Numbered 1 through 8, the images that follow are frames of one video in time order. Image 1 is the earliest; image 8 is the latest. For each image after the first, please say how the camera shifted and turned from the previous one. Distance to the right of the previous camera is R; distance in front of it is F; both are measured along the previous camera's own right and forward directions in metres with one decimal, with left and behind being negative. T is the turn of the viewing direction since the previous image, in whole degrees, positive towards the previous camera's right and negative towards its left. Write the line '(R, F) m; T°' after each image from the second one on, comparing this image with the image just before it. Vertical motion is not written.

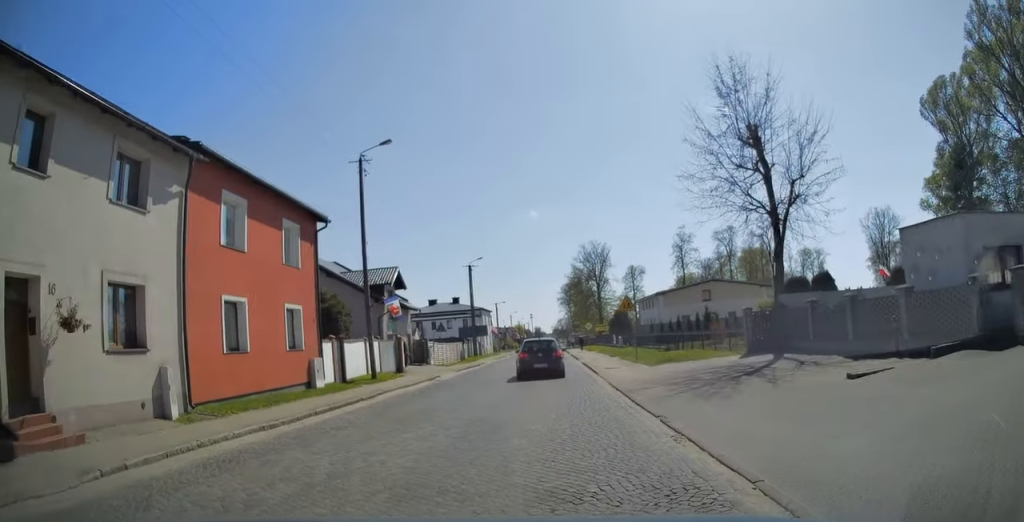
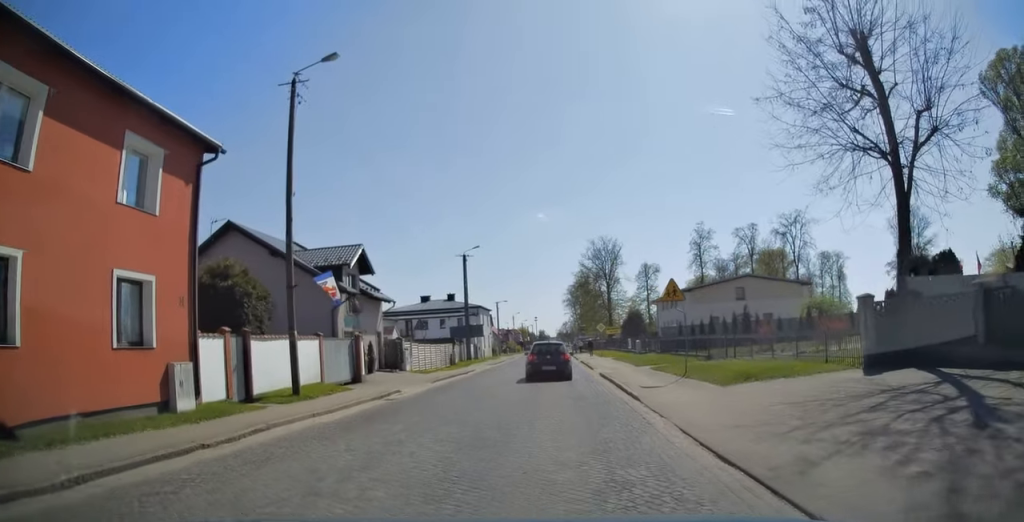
(-0.1, +9.2) m; 0°
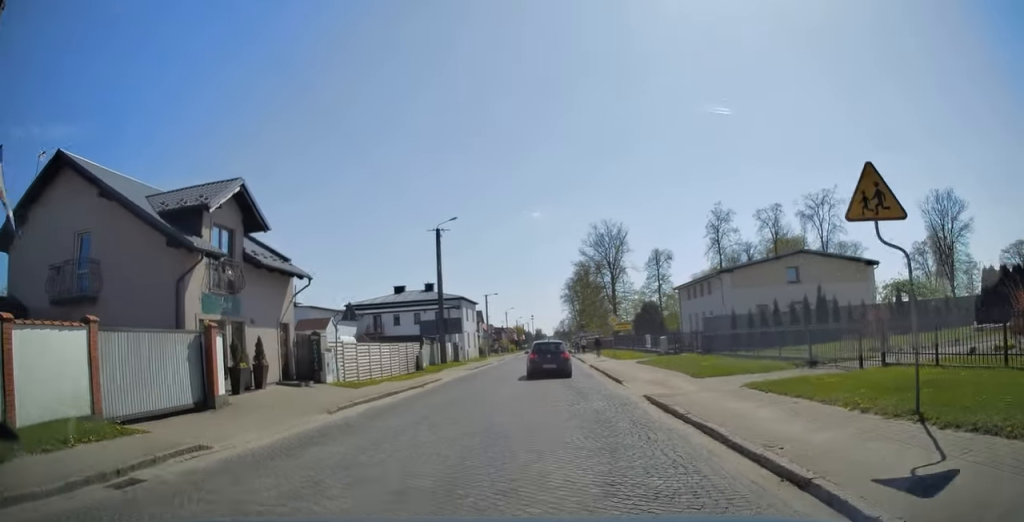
(+0.1, +12.7) m; +1°
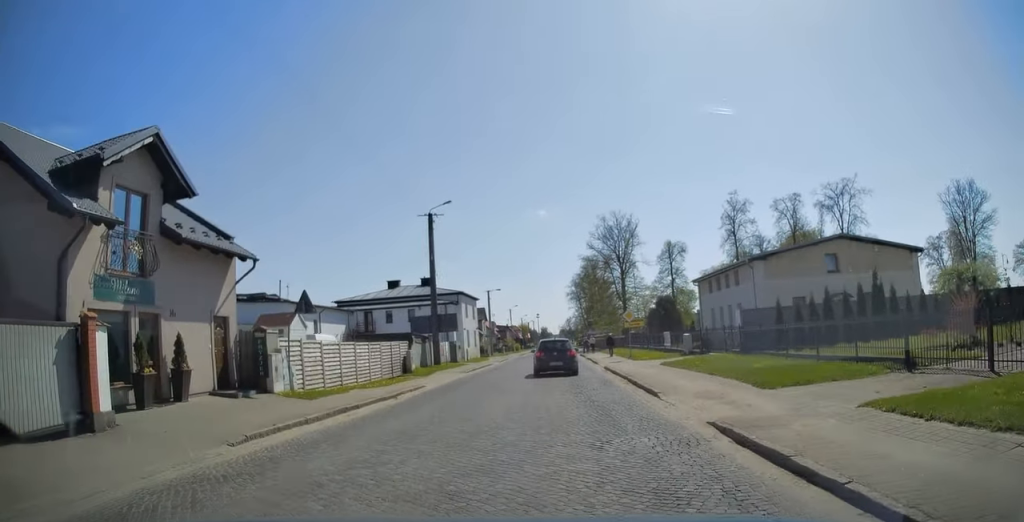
(0.0, +5.1) m; 0°
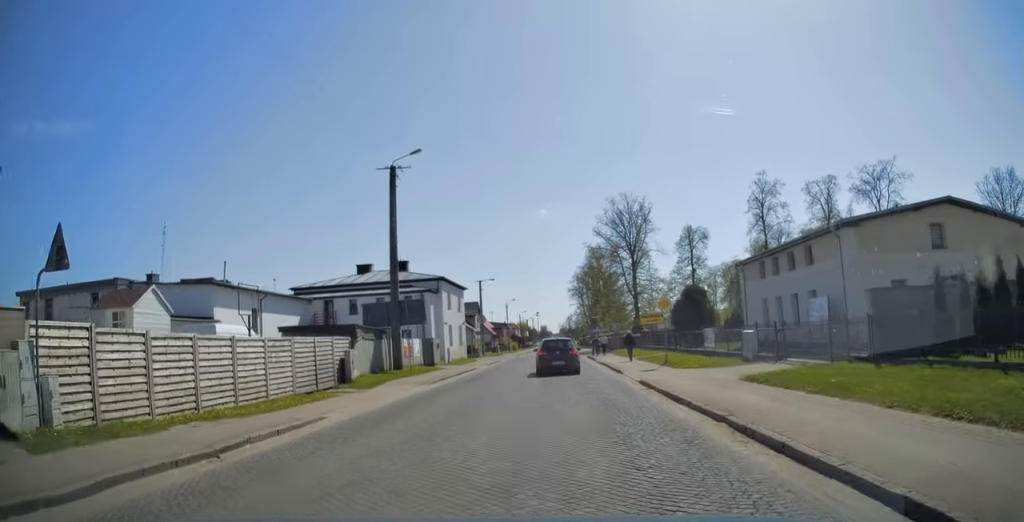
(0.0, +10.7) m; 0°
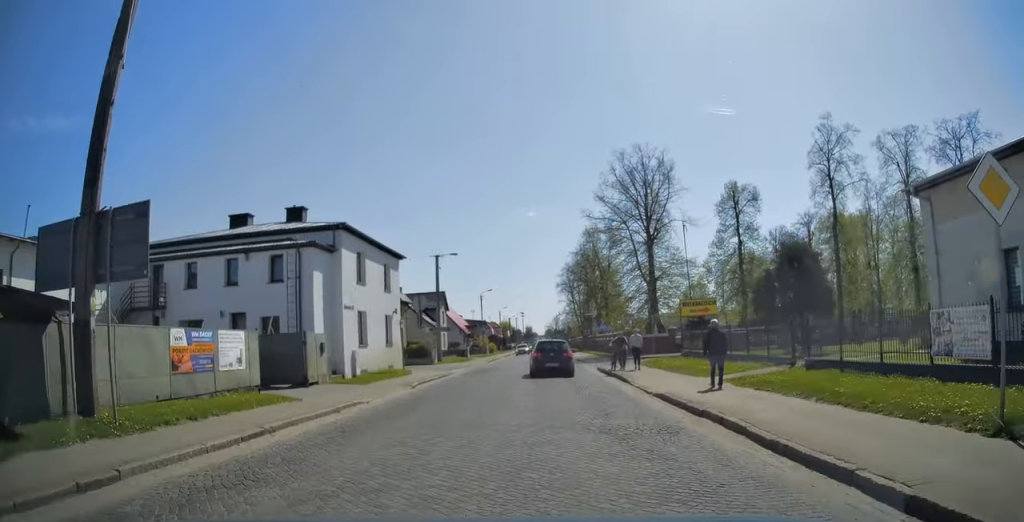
(+0.1, +20.6) m; +1°
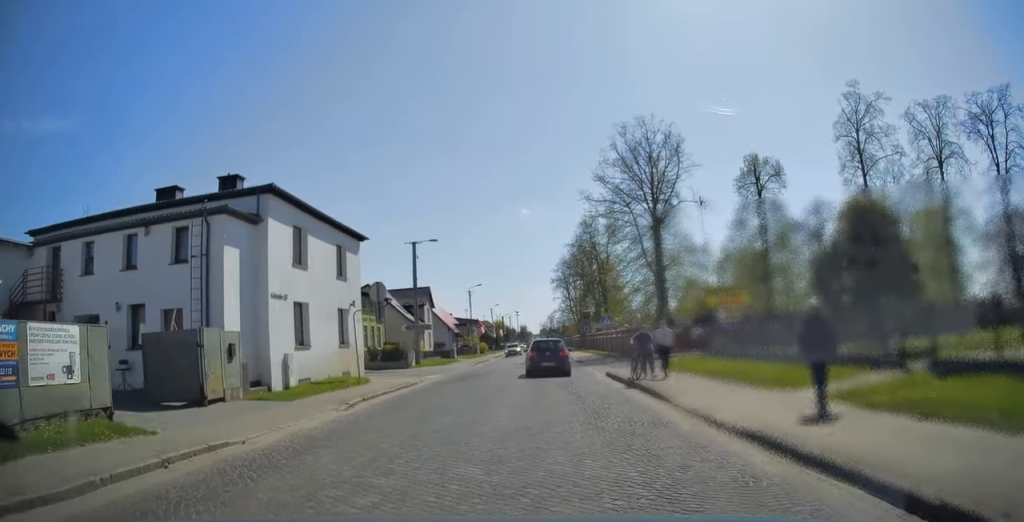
(0.0, +6.6) m; 0°
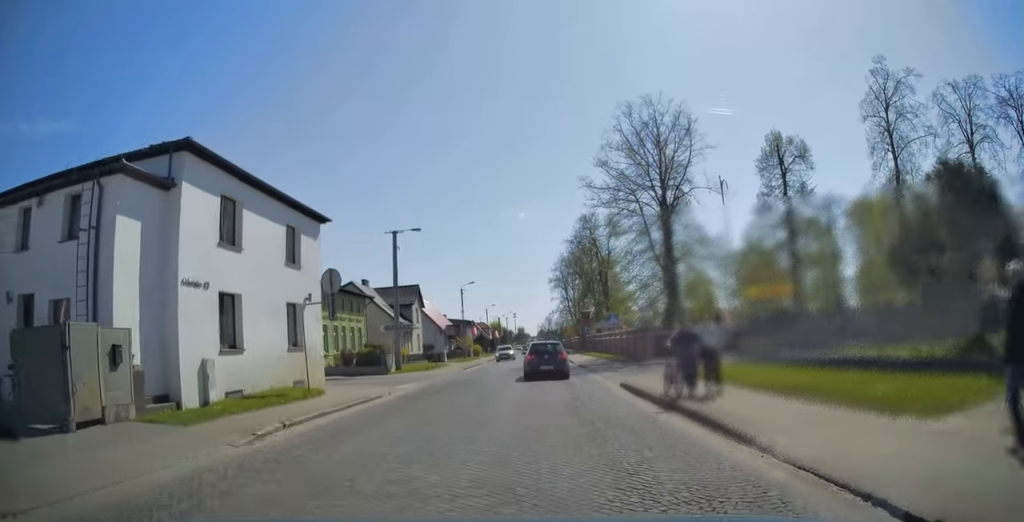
(+0.1, +5.0) m; 0°
